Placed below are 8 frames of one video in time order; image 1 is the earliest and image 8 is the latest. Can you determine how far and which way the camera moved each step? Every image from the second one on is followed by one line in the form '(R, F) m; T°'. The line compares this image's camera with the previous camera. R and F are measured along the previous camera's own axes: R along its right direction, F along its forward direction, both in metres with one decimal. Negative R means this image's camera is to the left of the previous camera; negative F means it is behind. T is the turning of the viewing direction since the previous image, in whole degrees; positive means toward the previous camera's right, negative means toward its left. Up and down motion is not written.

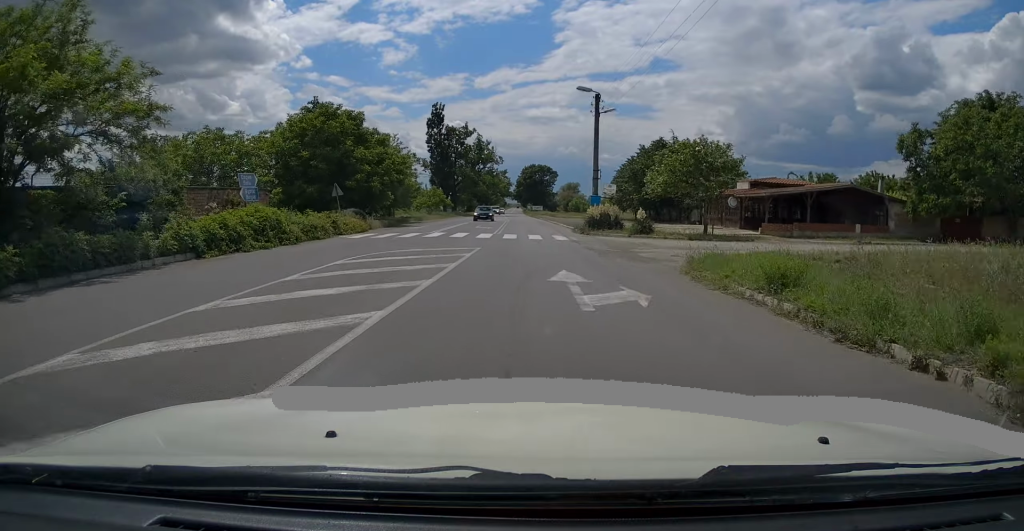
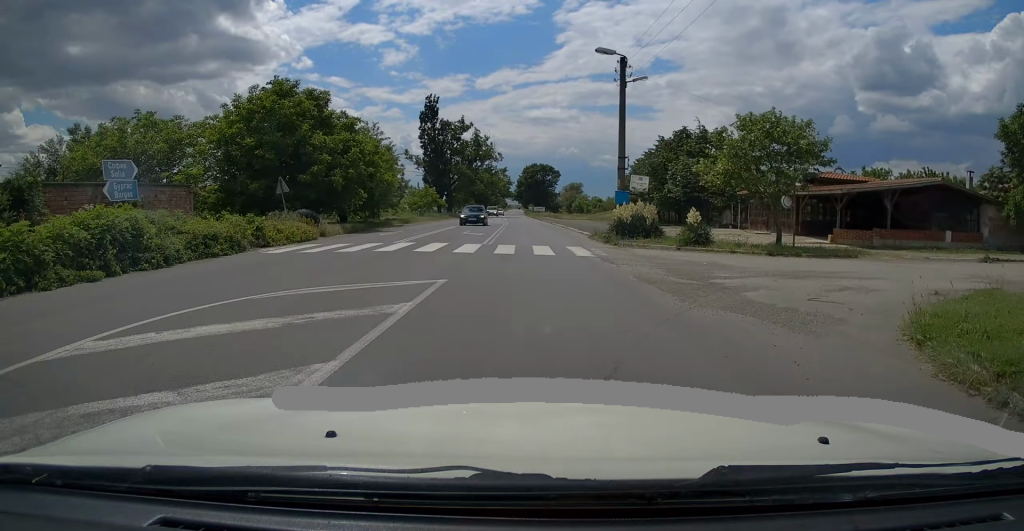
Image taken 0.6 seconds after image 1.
(+0.1, +8.4) m; 0°
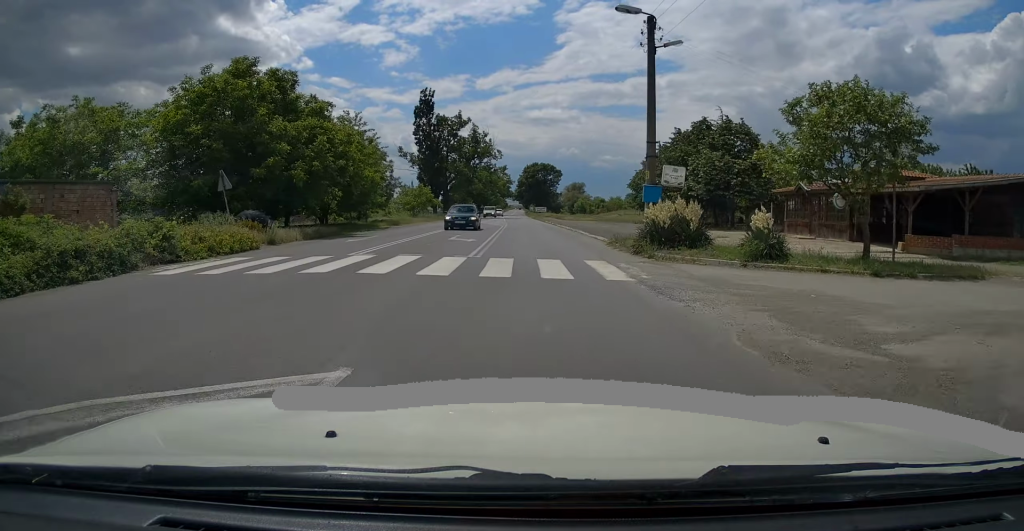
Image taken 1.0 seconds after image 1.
(-0.2, +5.6) m; 0°
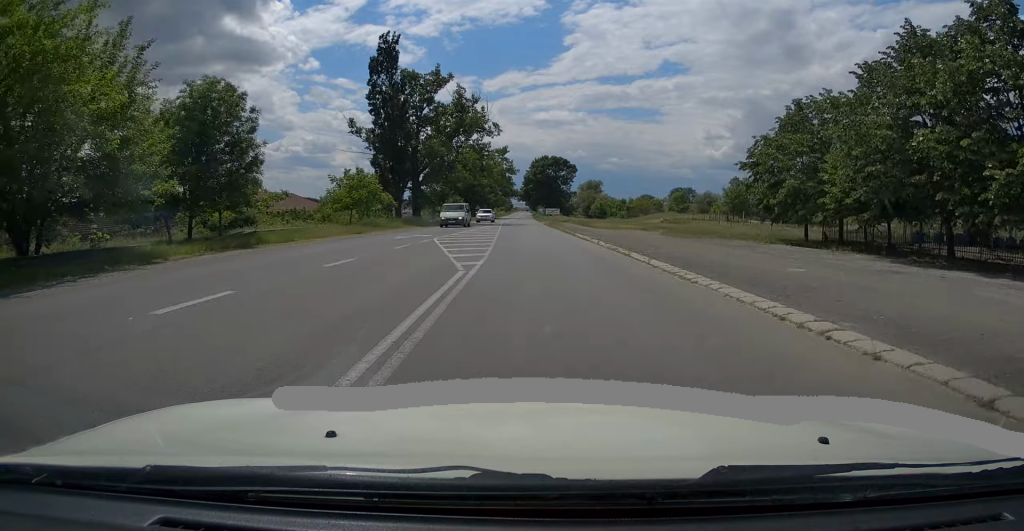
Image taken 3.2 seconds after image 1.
(0.0, +30.9) m; -1°
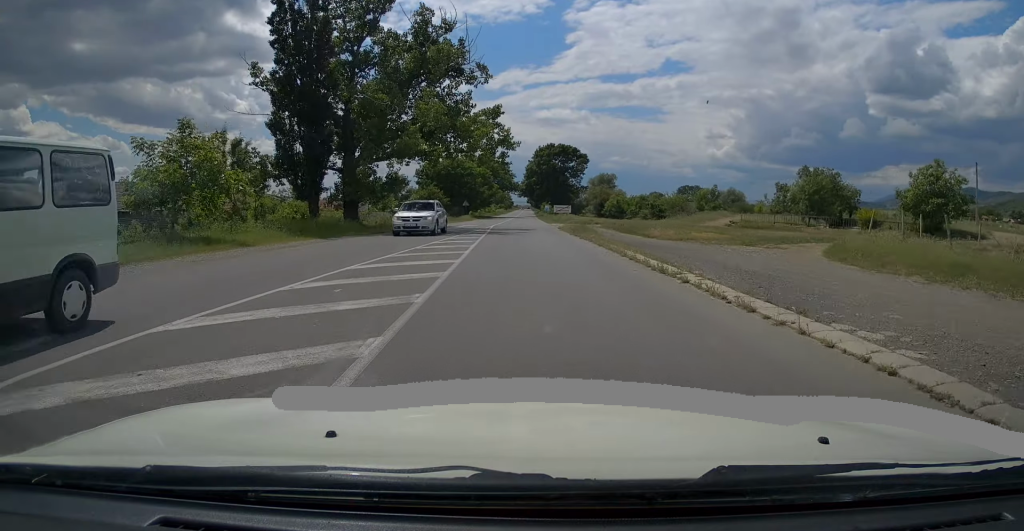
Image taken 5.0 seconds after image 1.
(+0.2, +25.2) m; +2°
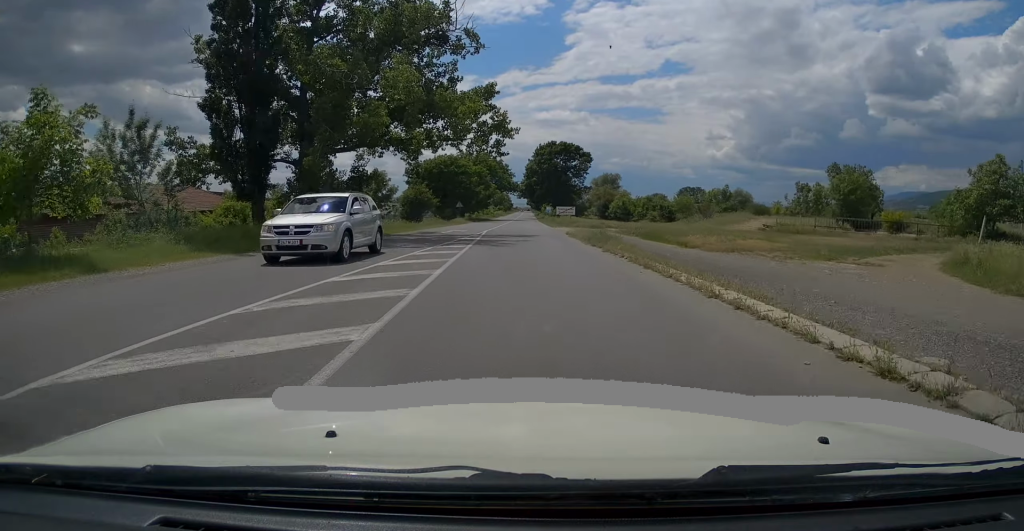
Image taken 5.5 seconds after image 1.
(+0.2, +7.7) m; 0°
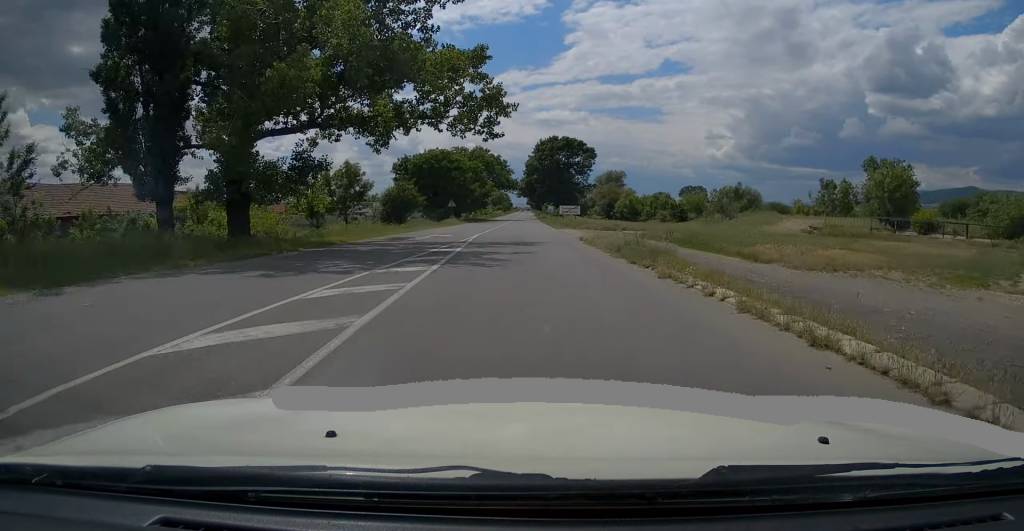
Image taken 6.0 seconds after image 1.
(-0.2, +7.9) m; -2°
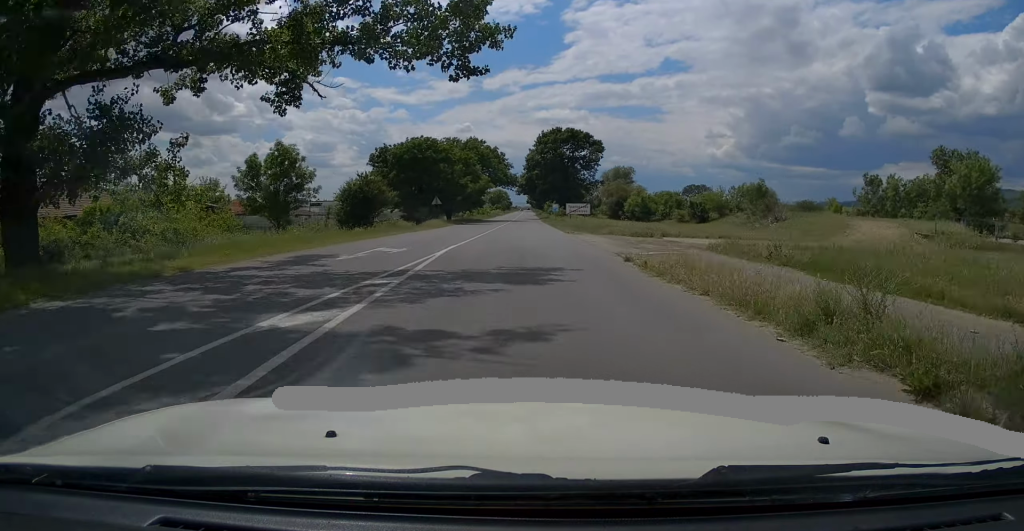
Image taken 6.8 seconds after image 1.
(-0.3, +11.6) m; -1°
